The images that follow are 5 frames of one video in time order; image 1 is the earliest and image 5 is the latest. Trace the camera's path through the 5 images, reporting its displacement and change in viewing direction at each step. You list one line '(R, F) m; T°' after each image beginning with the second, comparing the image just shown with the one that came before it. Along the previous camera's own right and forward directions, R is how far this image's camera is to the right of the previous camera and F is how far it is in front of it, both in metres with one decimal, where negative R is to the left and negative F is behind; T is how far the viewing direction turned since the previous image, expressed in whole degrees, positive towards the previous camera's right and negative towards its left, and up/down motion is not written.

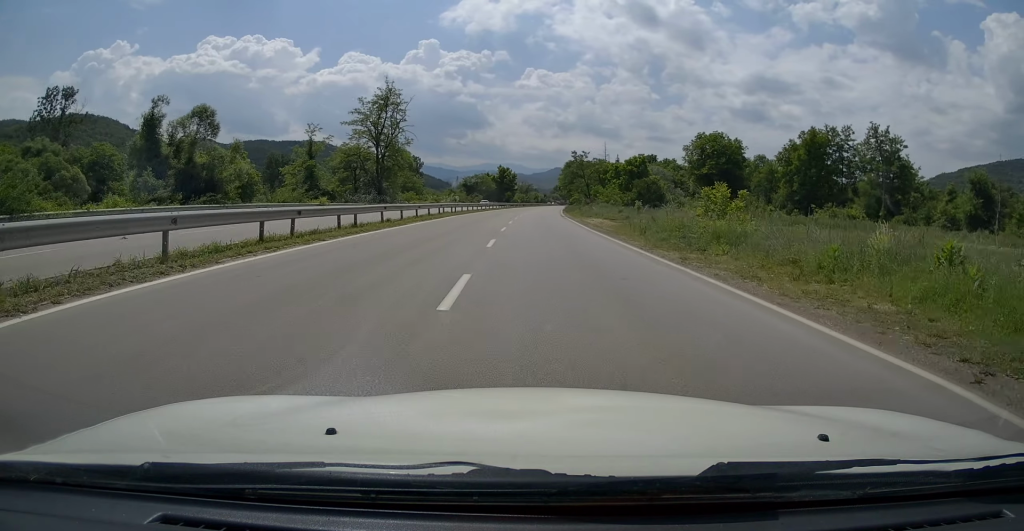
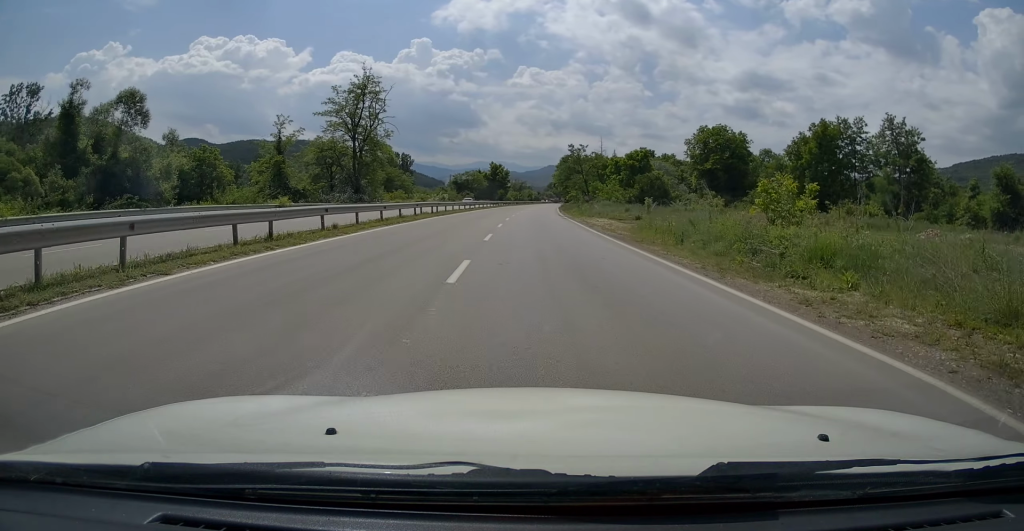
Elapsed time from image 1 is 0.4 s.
(0.0, +7.1) m; +1°
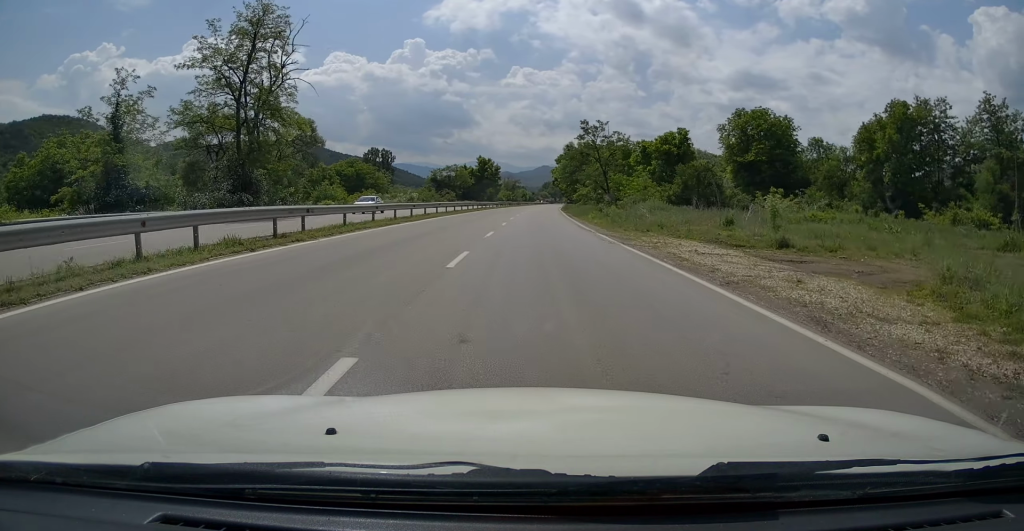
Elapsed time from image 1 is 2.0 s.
(+0.3, +24.9) m; +1°
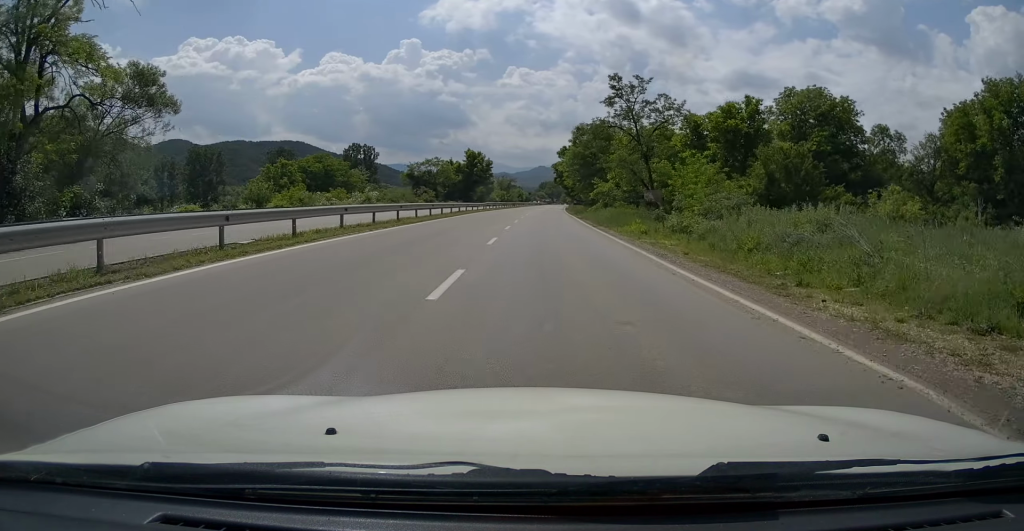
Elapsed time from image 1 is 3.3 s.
(+0.3, +20.8) m; +2°
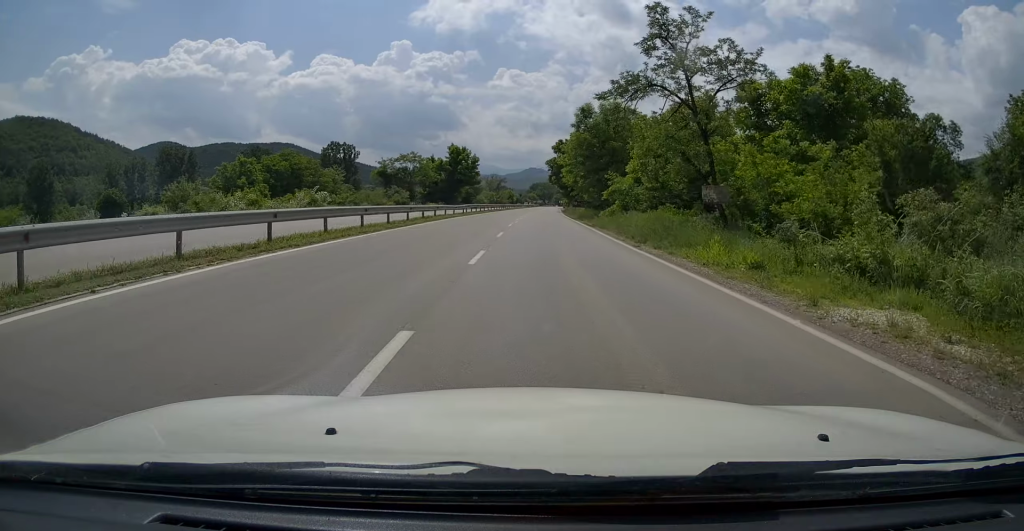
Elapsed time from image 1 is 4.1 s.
(0.0, +13.5) m; 0°
